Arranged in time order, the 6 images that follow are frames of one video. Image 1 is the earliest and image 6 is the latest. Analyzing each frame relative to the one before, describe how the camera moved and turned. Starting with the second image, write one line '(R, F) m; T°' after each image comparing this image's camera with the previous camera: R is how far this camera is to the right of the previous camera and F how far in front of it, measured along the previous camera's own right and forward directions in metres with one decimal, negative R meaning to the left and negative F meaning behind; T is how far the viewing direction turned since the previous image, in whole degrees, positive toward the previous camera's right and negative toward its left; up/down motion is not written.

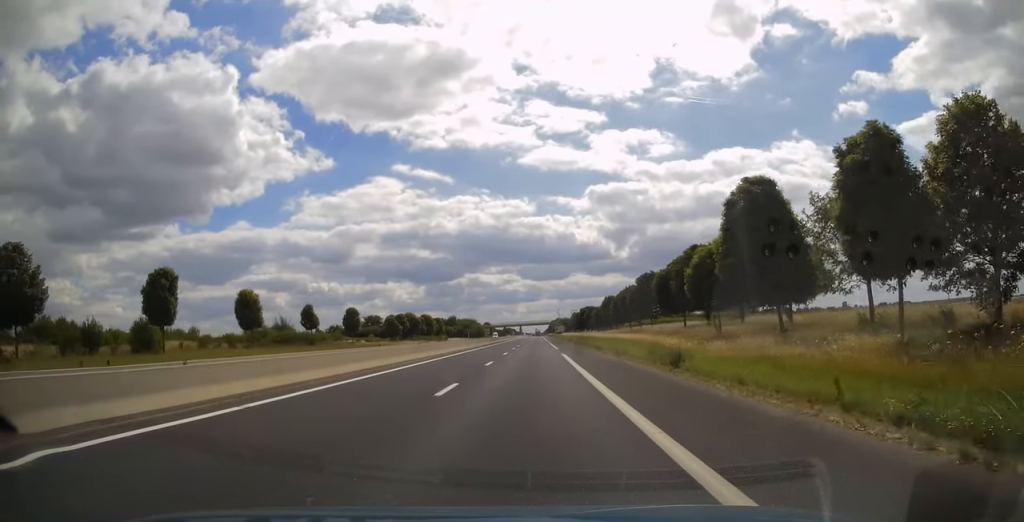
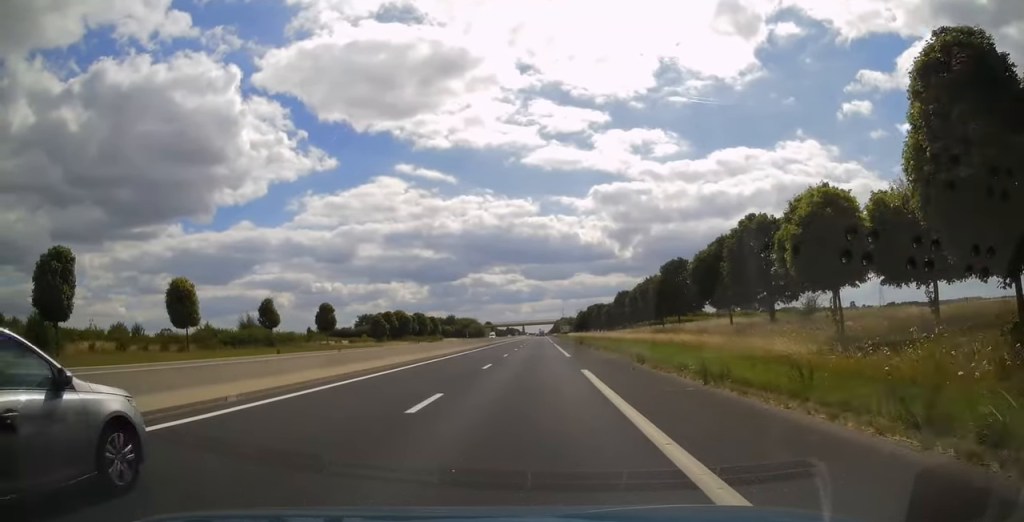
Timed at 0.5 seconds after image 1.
(-0.1, +15.4) m; 0°
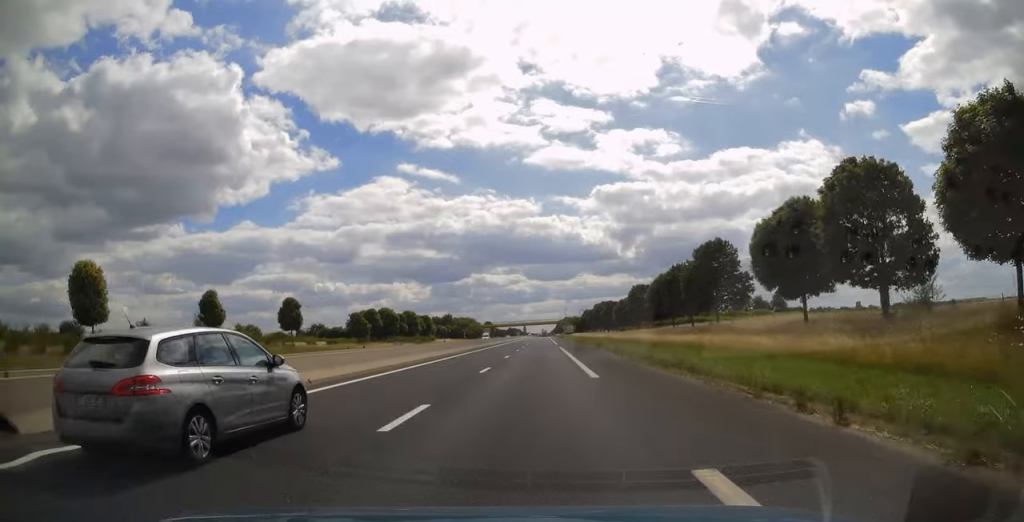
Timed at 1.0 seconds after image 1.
(-0.1, +14.9) m; 0°
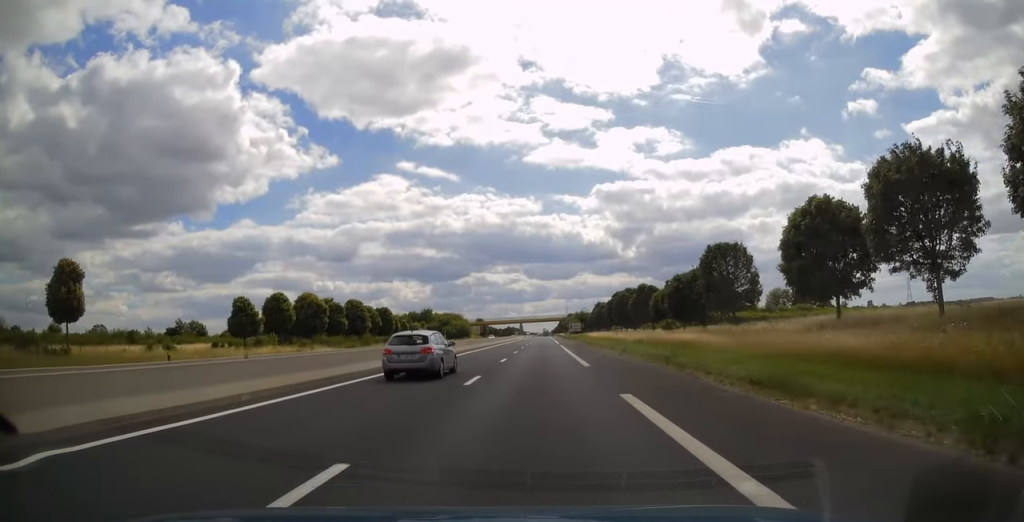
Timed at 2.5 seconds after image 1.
(+0.3, +43.3) m; 0°
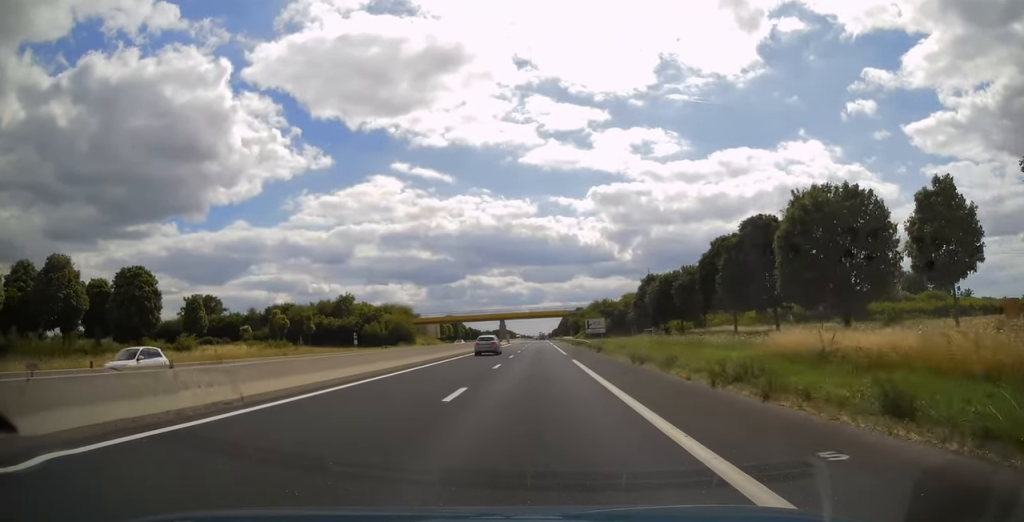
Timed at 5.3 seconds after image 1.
(-0.1, +80.0) m; 0°
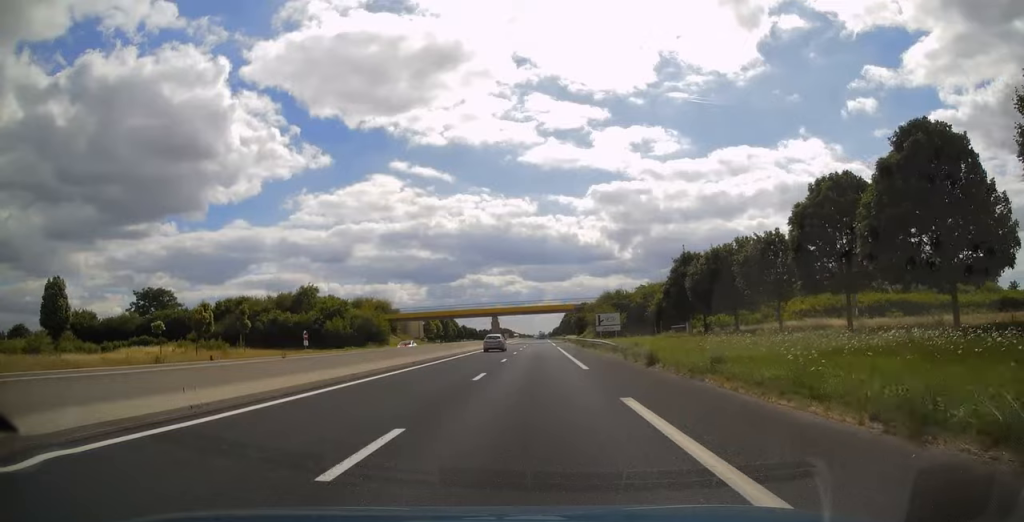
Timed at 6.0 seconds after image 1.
(0.0, +20.2) m; 0°
